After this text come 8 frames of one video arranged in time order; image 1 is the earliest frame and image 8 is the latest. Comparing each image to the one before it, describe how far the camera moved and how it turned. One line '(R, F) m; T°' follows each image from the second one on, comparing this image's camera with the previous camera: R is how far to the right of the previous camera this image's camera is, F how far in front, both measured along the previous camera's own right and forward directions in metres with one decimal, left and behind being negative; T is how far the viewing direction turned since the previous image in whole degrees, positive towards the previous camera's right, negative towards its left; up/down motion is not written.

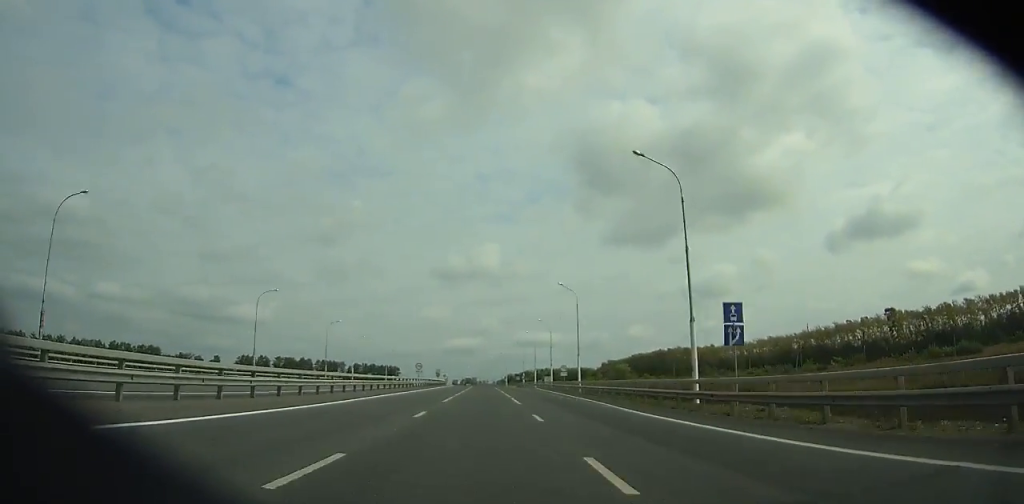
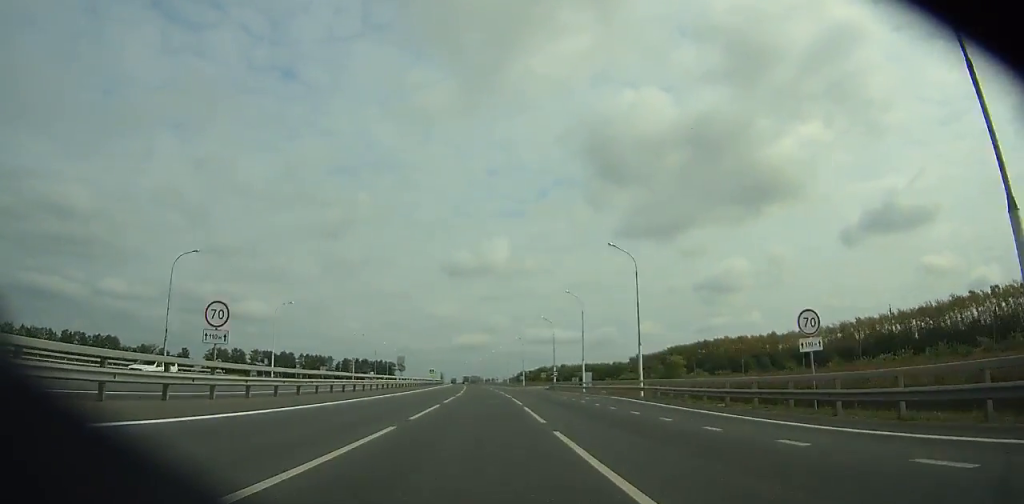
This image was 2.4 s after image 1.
(-1.1, +61.4) m; -2°
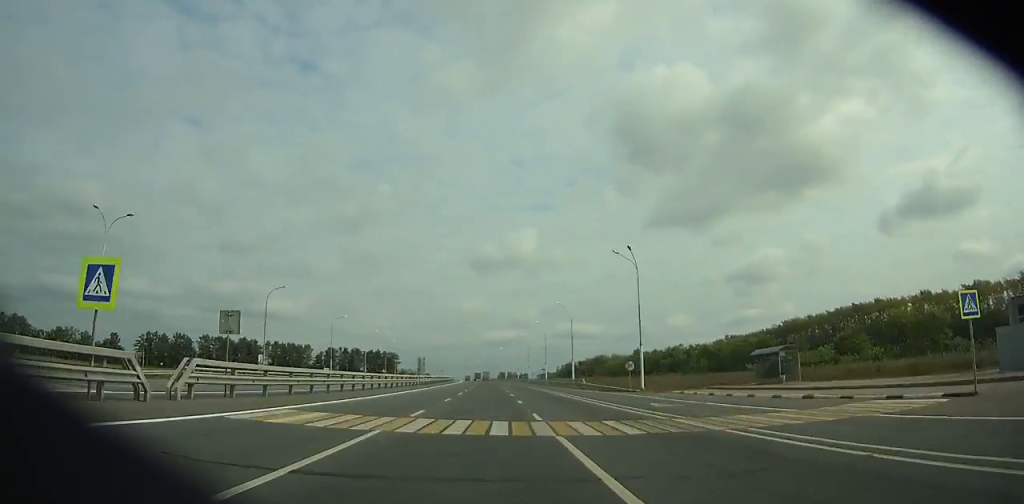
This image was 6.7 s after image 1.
(-2.5, +106.8) m; -2°
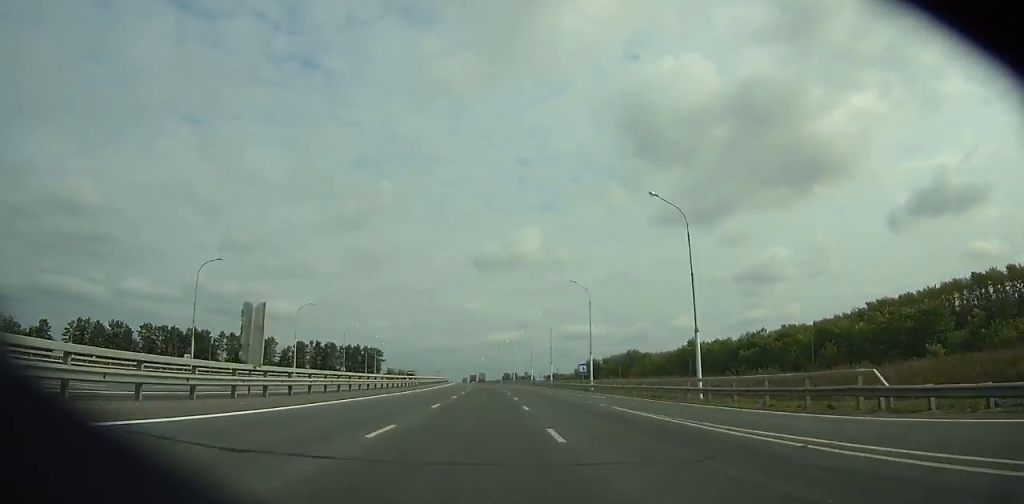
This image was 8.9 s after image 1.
(-0.4, +53.9) m; -1°
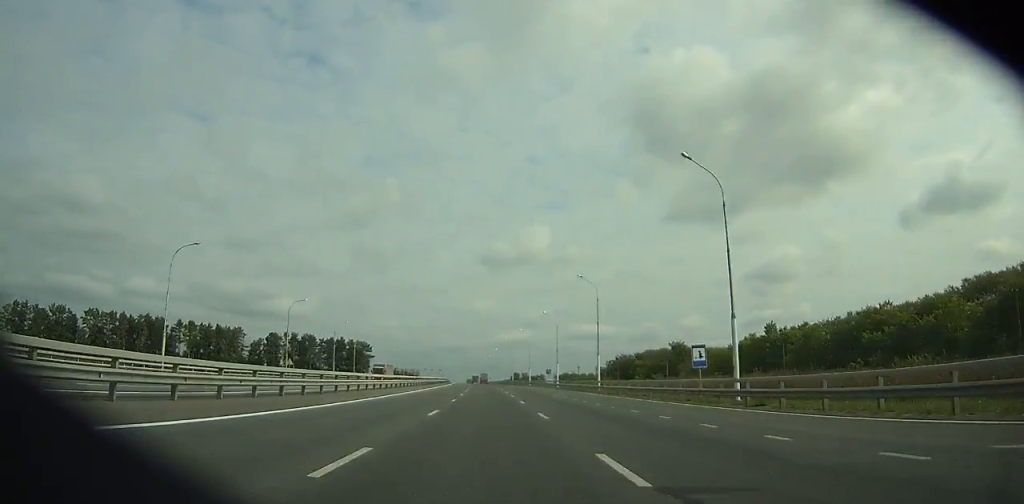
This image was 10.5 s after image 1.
(-0.1, +39.1) m; 0°
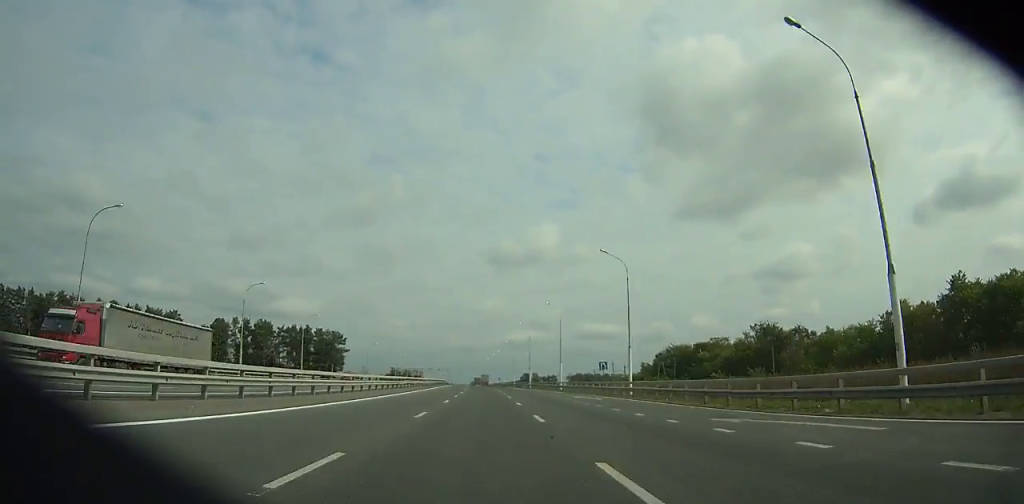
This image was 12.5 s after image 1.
(-0.2, +48.9) m; -1°
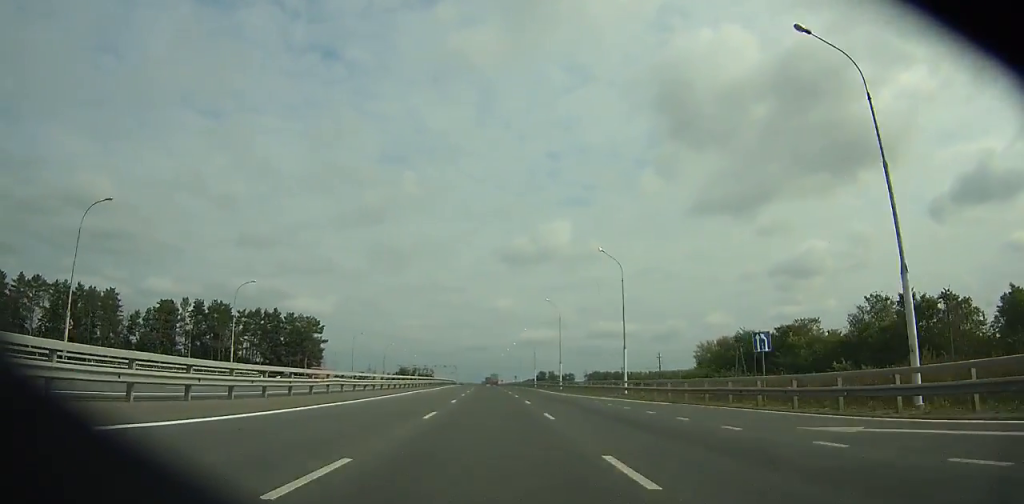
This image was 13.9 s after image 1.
(-0.3, +34.3) m; -1°
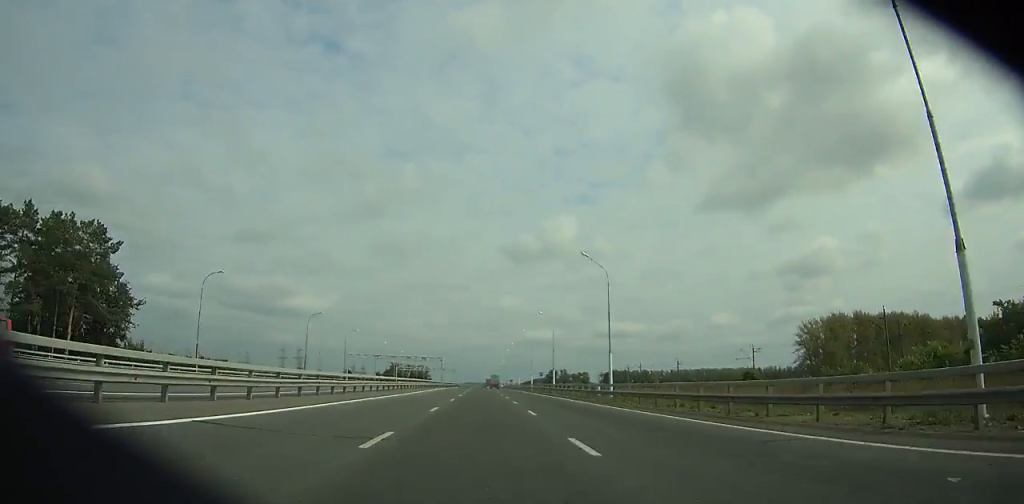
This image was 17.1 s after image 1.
(-1.1, +78.2) m; -1°
